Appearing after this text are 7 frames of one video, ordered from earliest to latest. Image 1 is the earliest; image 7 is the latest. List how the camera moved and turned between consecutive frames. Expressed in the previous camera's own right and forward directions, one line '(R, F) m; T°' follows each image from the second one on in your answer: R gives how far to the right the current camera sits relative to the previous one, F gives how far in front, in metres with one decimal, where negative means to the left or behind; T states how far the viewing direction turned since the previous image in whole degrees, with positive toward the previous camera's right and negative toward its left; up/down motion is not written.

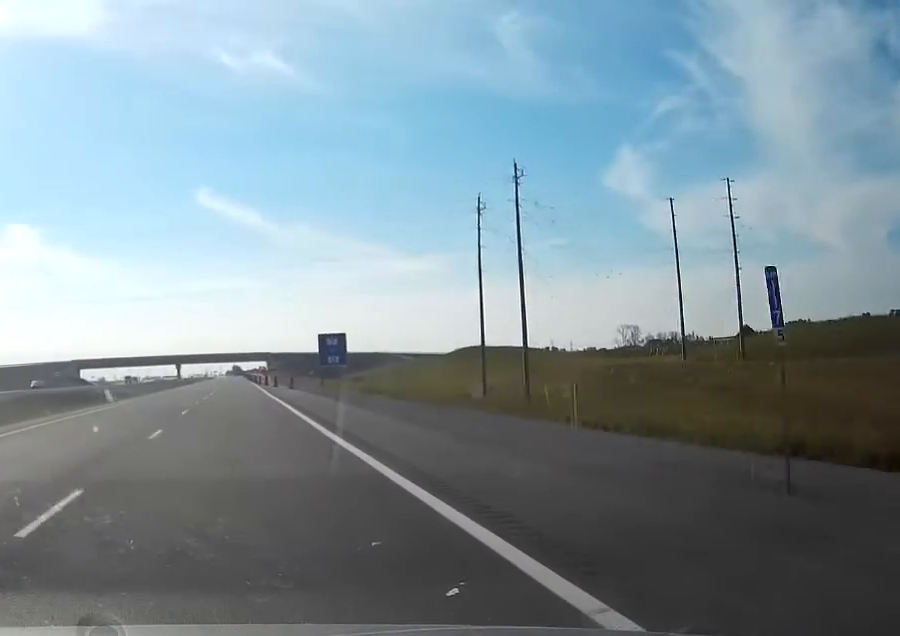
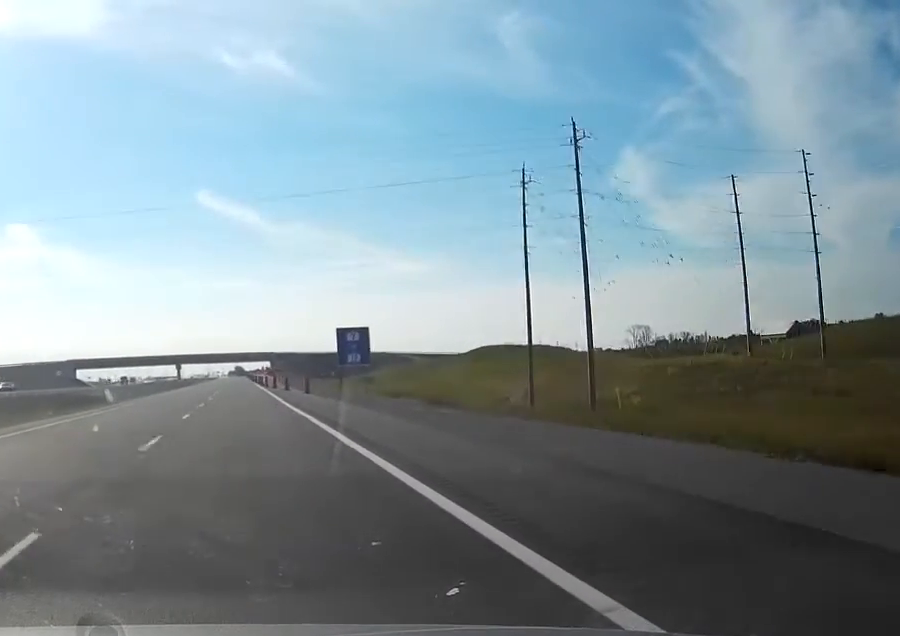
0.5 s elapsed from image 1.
(0.0, +14.8) m; 0°
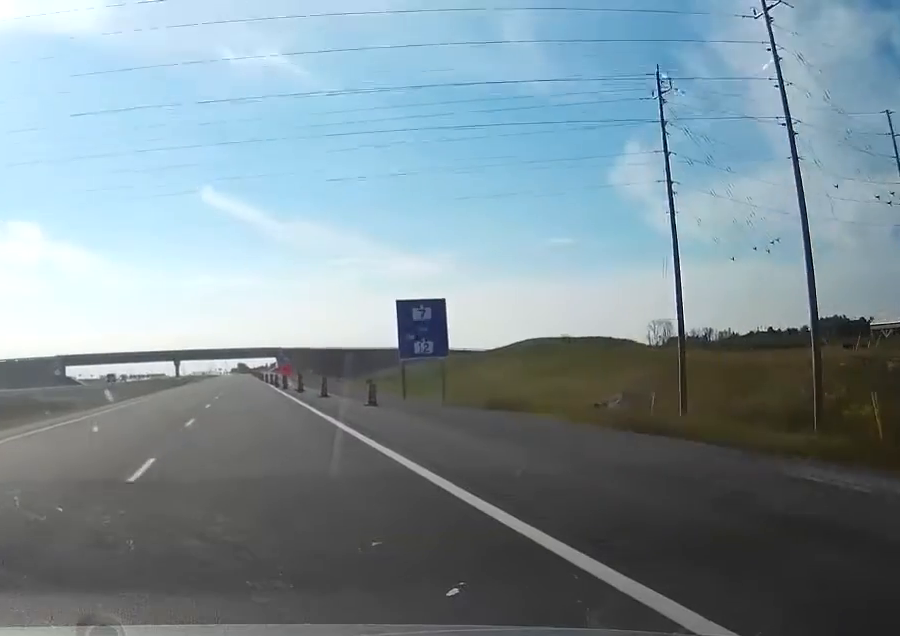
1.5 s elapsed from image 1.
(0.0, +28.6) m; 0°
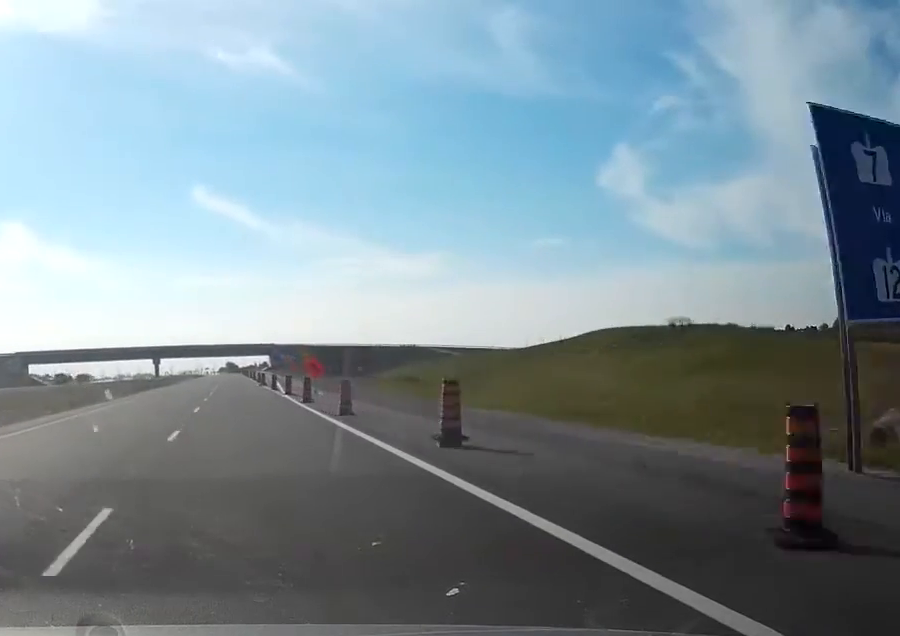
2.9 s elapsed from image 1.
(+0.2, +41.5) m; 0°
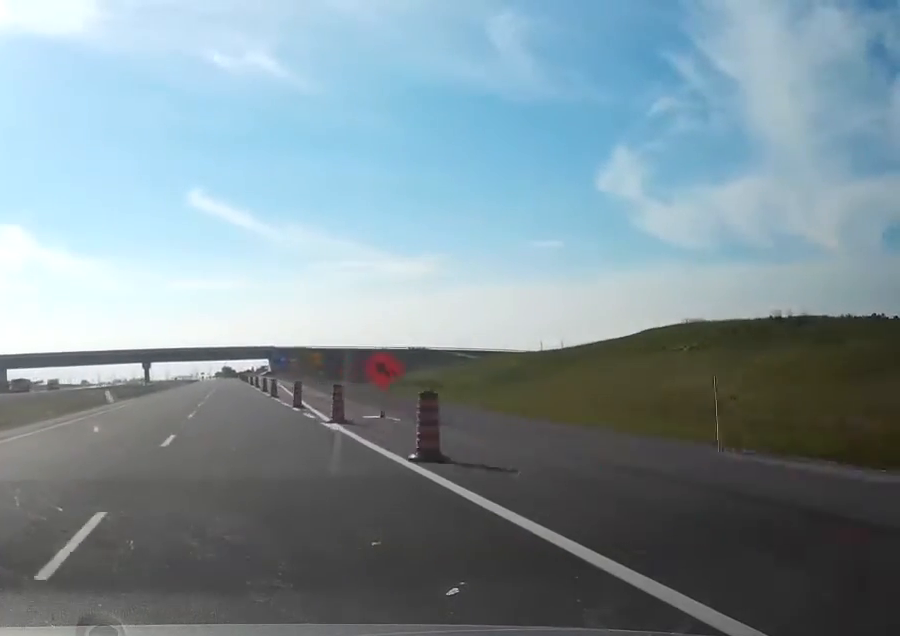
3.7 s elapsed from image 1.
(0.0, +23.8) m; 0°
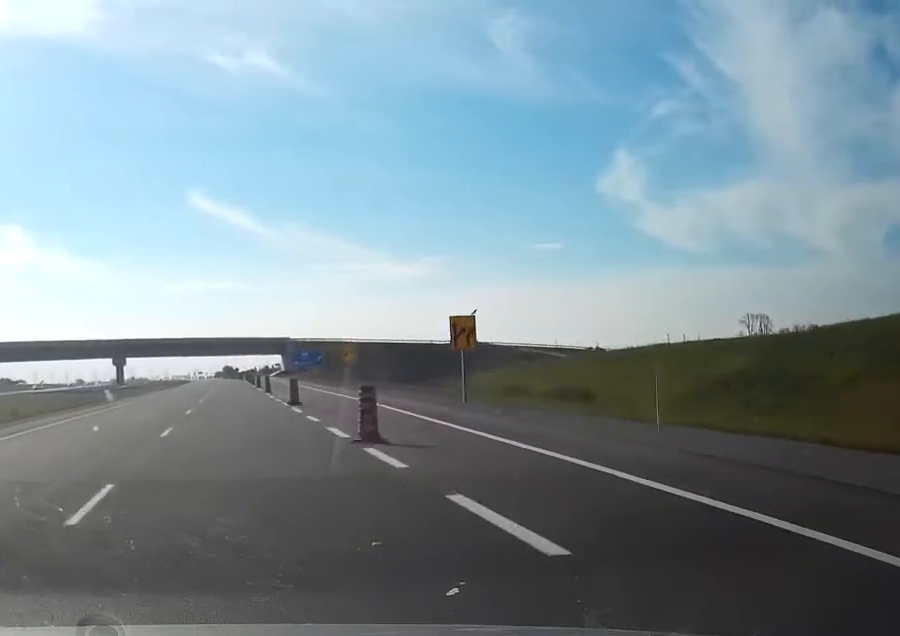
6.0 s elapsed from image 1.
(+0.3, +69.4) m; 0°
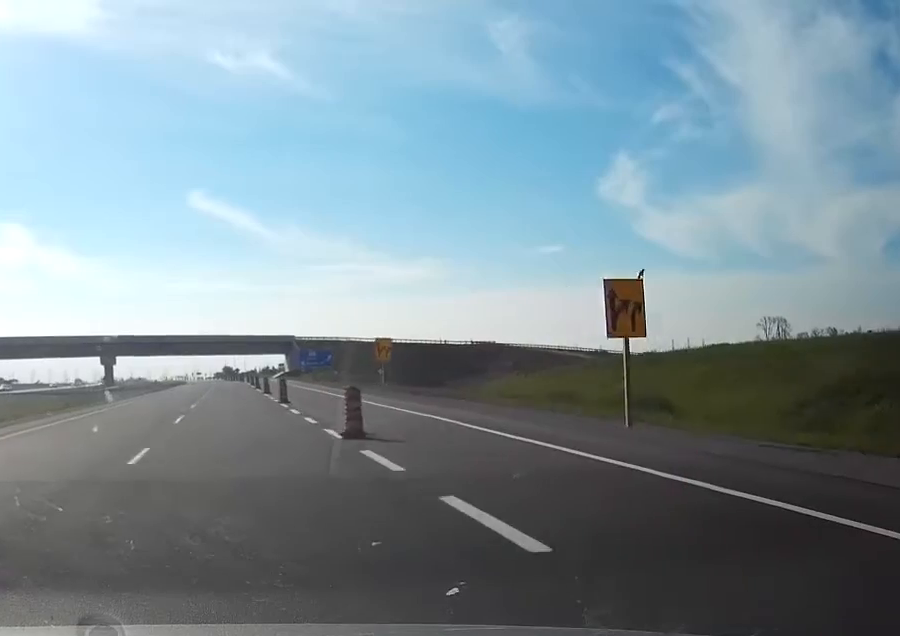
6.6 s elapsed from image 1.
(0.0, +17.8) m; 0°
